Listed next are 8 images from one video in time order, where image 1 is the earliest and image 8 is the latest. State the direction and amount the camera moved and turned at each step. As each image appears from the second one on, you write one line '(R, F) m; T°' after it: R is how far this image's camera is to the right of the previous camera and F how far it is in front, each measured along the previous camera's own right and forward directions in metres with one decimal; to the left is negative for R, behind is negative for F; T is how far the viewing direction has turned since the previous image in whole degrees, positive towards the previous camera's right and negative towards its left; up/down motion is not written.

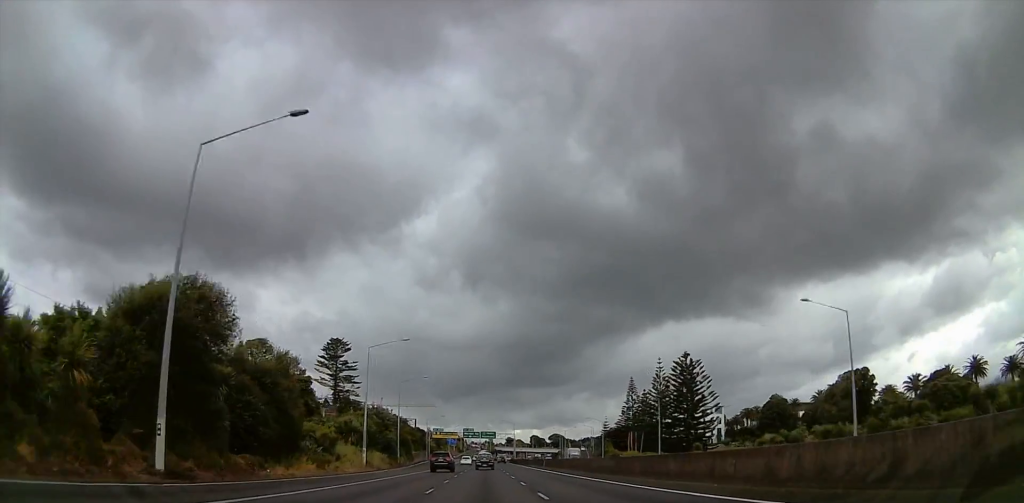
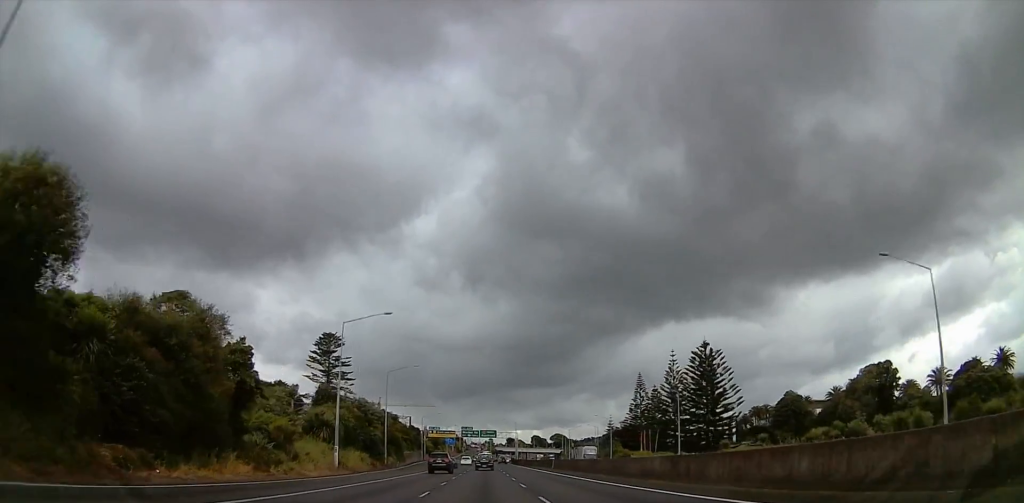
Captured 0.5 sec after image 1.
(+0.4, +10.6) m; +1°
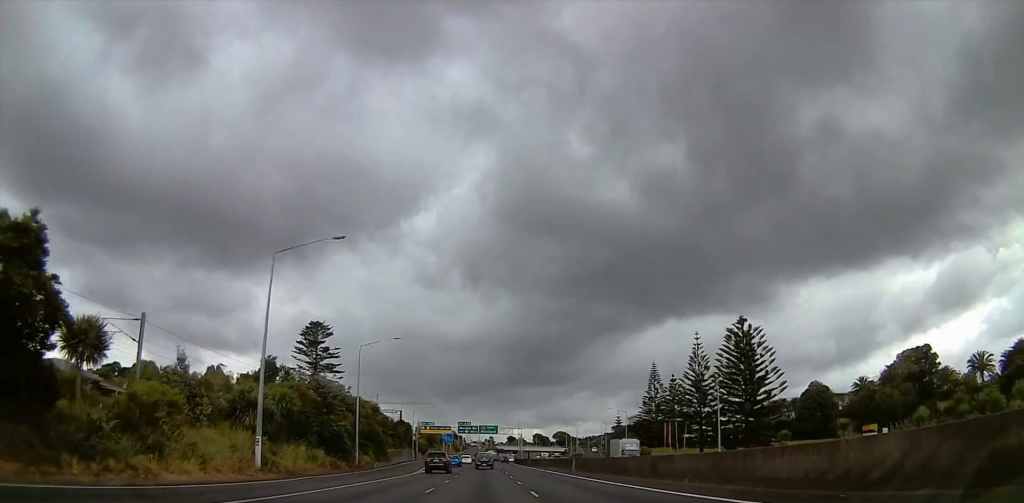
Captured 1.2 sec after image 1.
(+0.5, +16.9) m; +1°
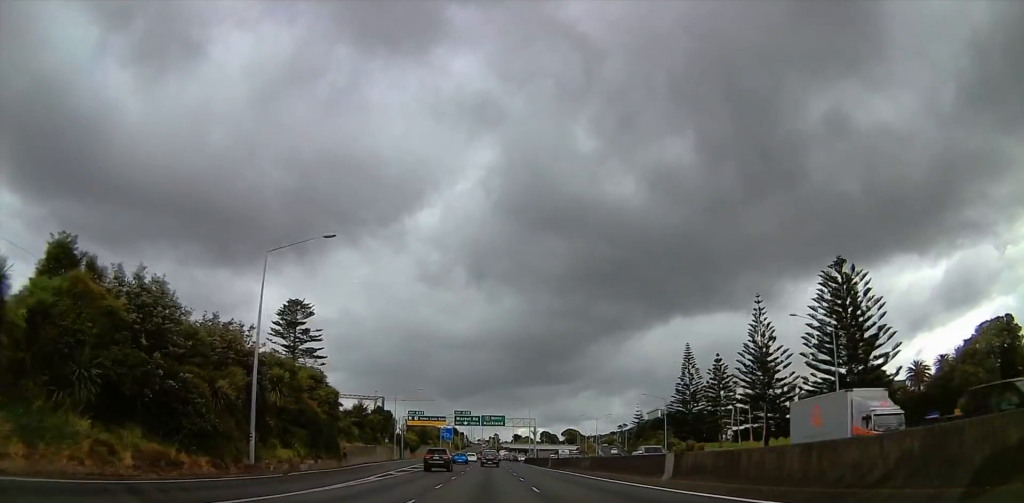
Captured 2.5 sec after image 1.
(-0.6, +28.4) m; -2°
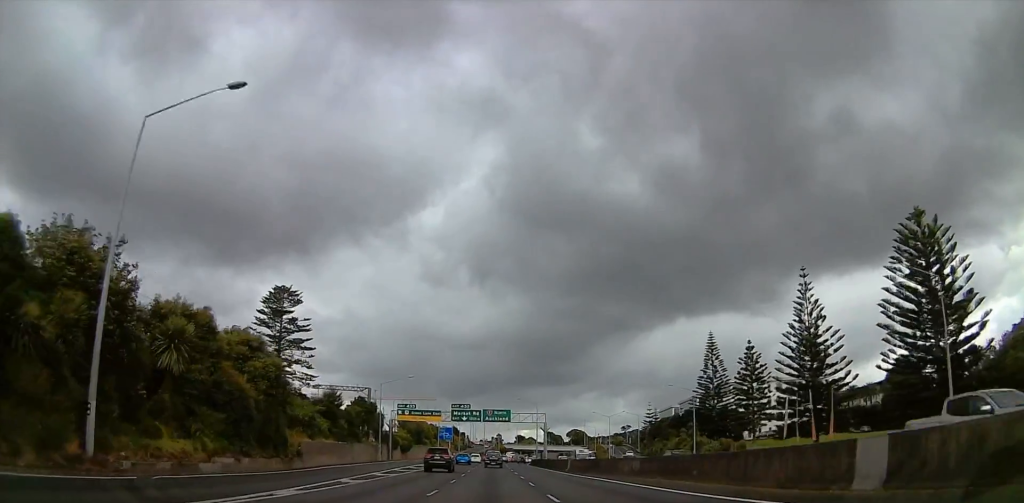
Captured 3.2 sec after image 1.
(0.0, +15.1) m; -1°
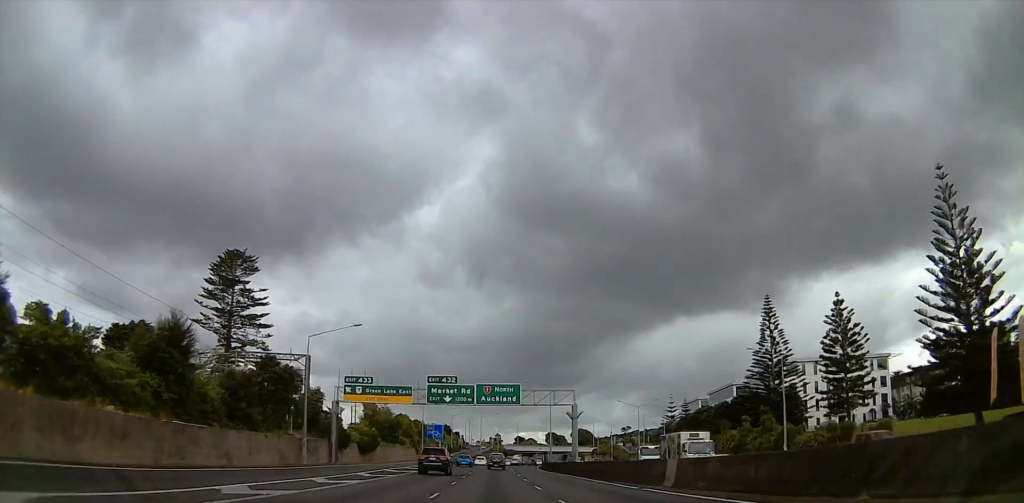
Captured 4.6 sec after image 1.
(-0.2, +31.6) m; +1°
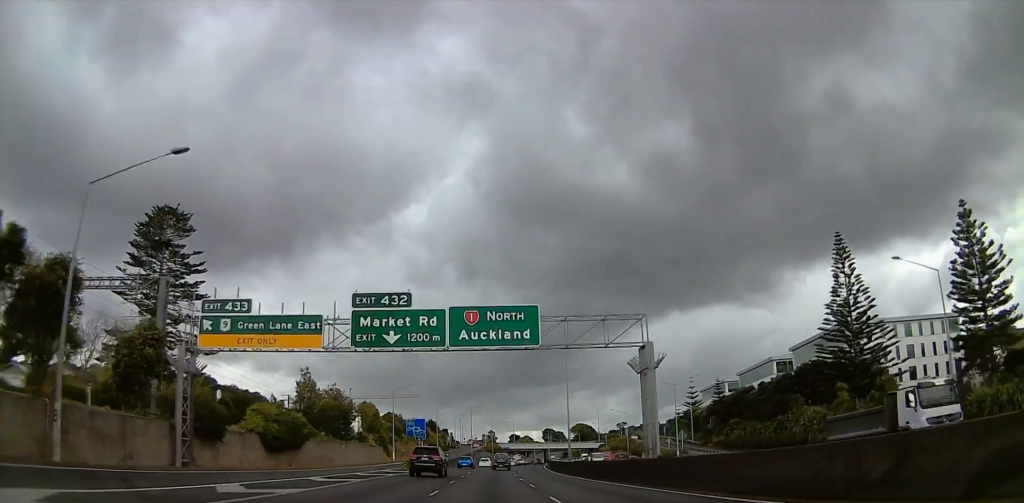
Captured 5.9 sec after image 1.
(+0.3, +27.9) m; -1°
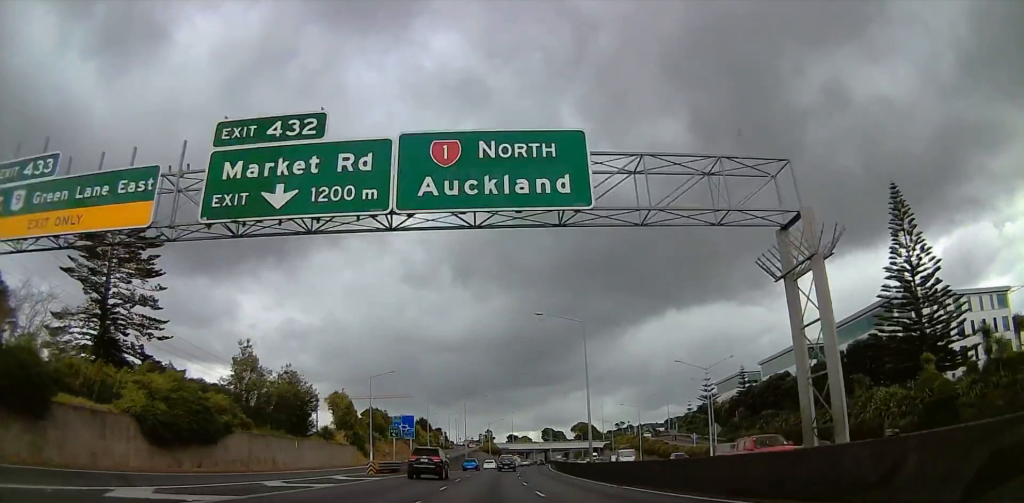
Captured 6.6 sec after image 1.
(-0.3, +15.5) m; 0°
